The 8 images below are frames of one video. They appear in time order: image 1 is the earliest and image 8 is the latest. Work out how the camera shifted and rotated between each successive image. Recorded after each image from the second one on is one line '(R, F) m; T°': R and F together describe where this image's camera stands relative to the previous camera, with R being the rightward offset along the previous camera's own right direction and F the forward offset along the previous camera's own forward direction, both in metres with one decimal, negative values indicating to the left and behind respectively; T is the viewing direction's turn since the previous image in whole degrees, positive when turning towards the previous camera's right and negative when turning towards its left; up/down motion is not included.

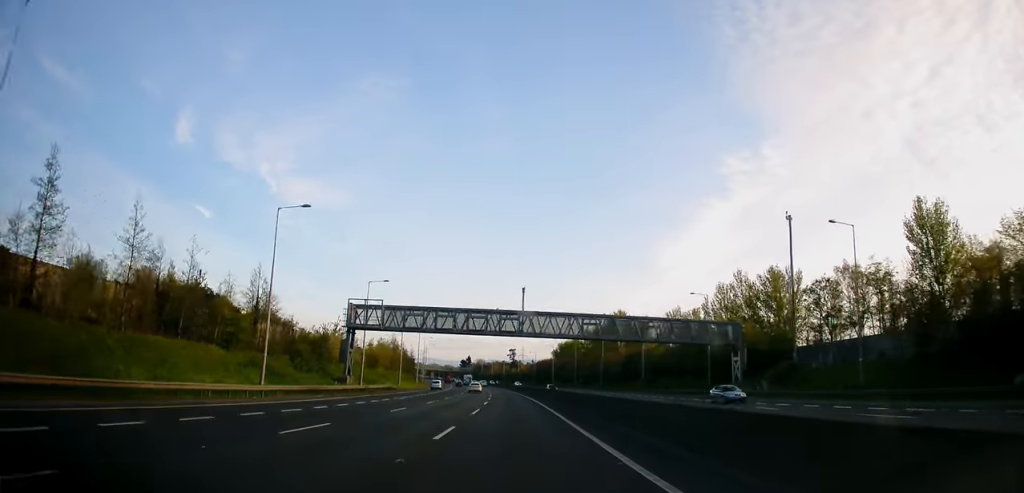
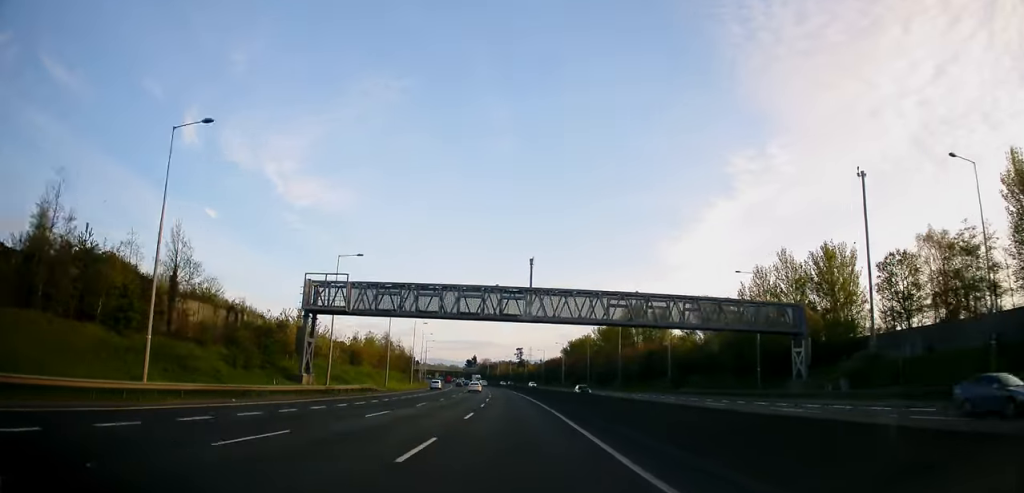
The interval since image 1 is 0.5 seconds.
(0.0, +15.2) m; -1°
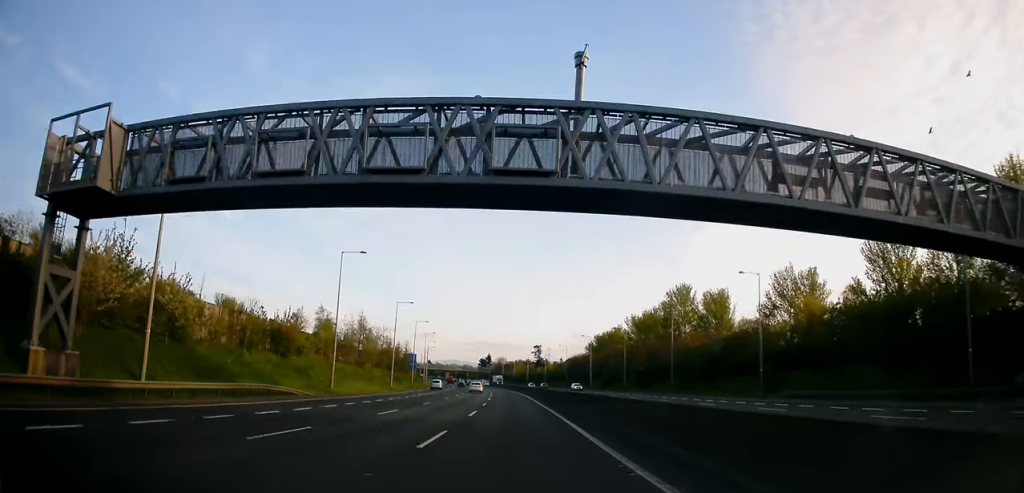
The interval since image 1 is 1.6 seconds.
(-0.7, +34.5) m; -2°
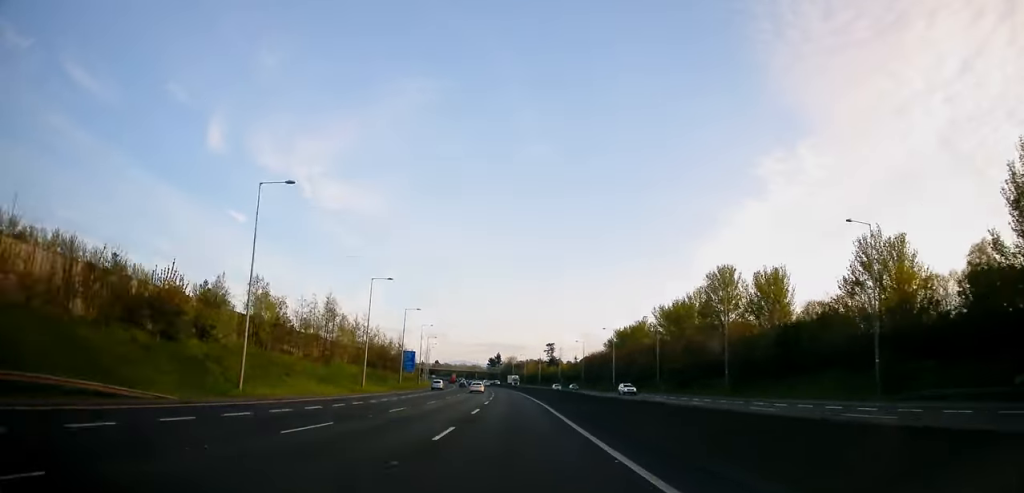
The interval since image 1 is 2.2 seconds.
(-0.1, +21.8) m; -1°
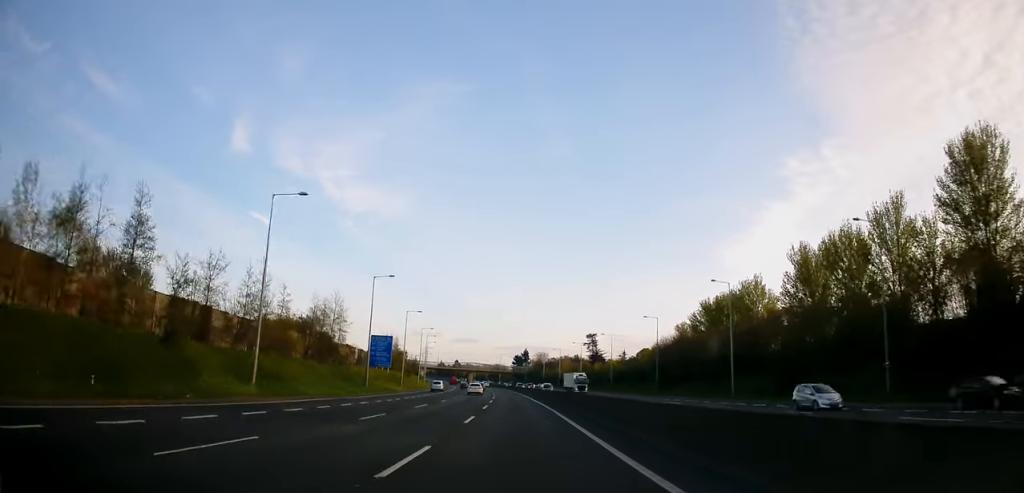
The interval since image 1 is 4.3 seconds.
(-1.6, +65.9) m; -3°
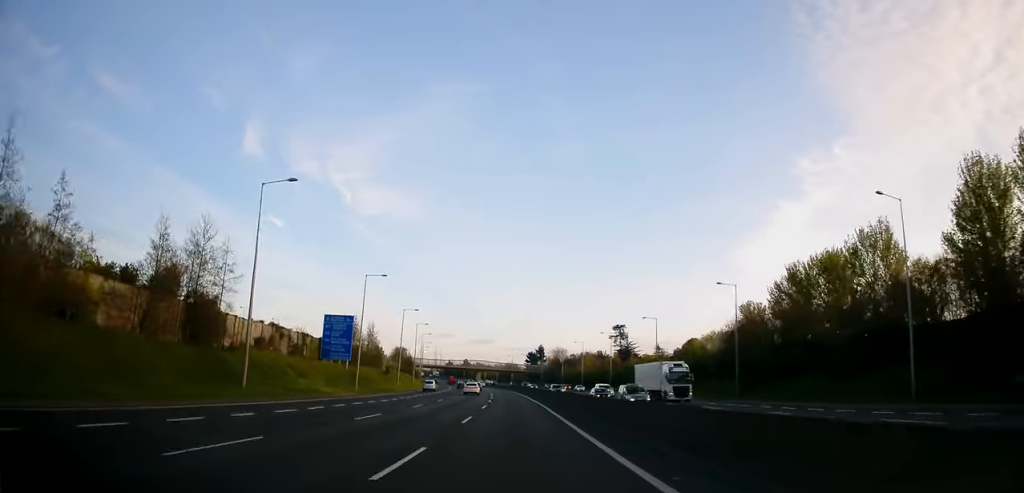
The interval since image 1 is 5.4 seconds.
(-0.6, +36.6) m; -1°
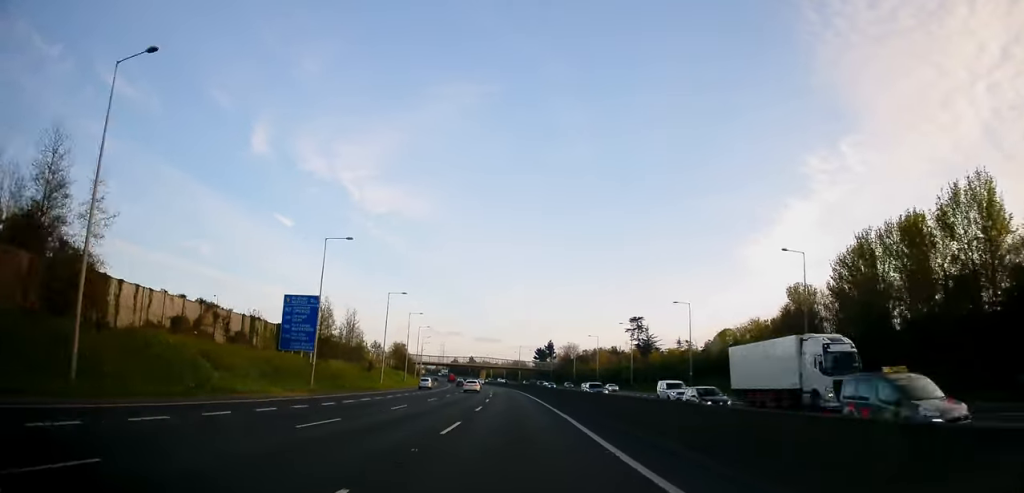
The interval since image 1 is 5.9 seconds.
(0.0, +17.1) m; 0°
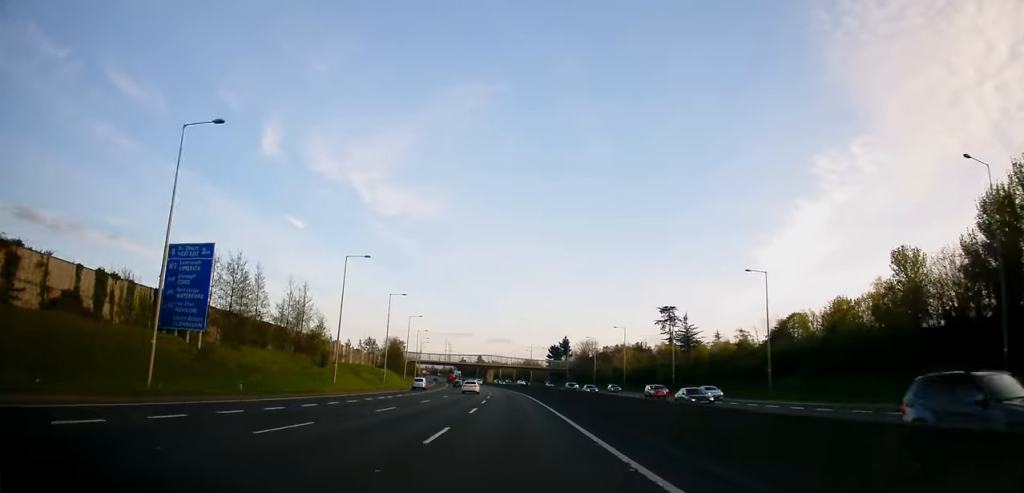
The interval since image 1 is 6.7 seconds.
(-0.2, +26.4) m; -1°
